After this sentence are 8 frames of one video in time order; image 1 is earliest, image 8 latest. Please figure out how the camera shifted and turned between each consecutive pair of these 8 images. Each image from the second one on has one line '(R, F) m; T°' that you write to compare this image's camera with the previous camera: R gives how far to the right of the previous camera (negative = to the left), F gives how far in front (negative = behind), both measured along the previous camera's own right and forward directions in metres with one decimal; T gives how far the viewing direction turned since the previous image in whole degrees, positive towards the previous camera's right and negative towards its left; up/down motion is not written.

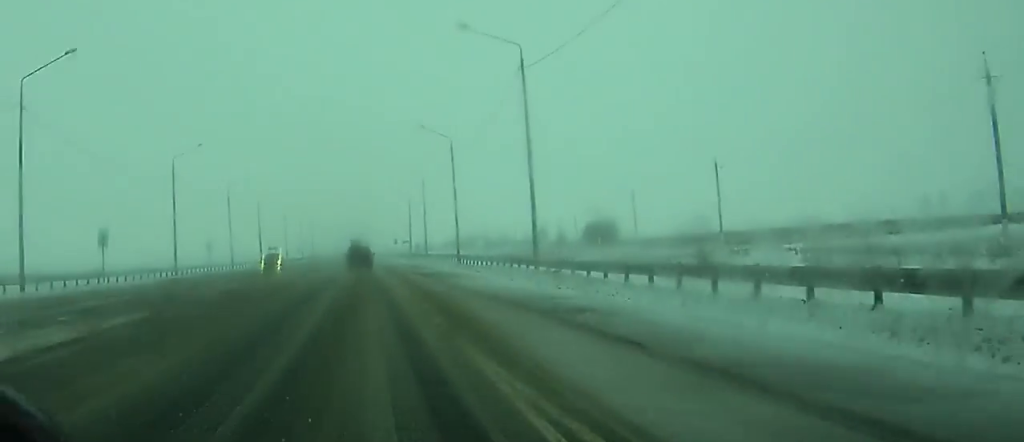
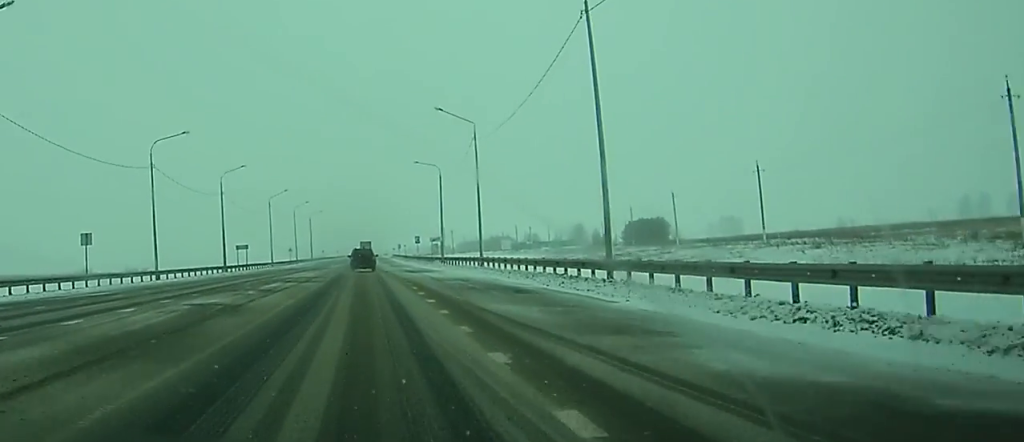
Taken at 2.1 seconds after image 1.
(-0.2, +45.1) m; -1°
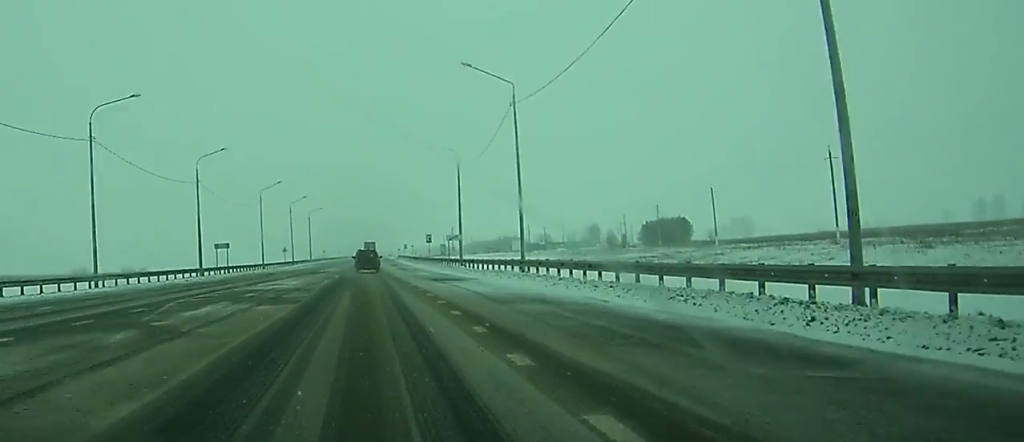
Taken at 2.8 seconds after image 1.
(0.0, +16.1) m; 0°
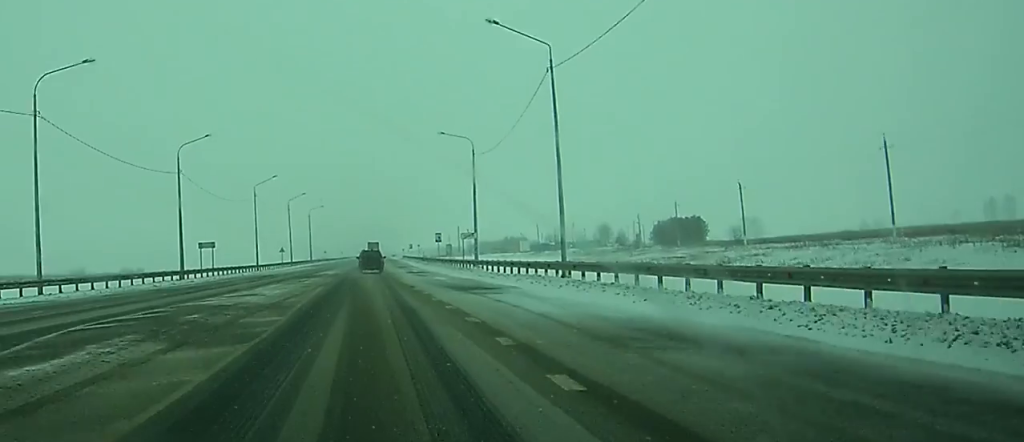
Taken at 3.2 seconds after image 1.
(0.0, +9.6) m; 0°
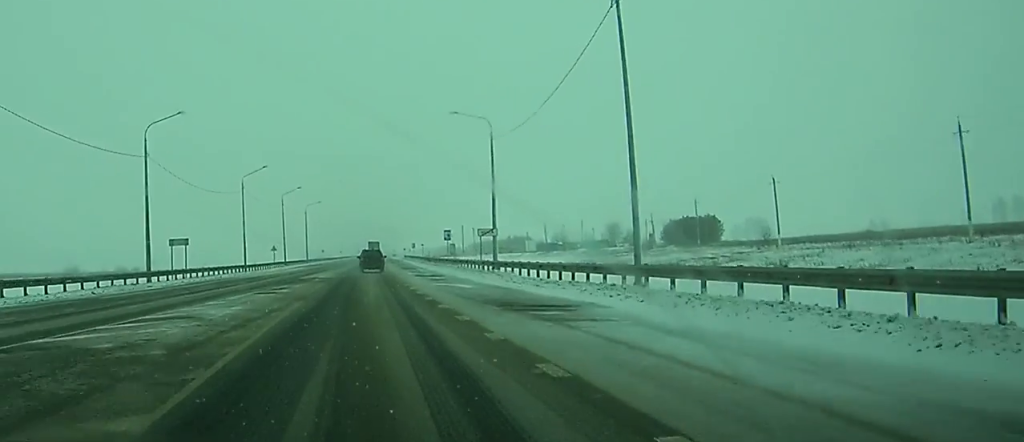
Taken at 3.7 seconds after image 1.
(0.0, +11.0) m; 0°
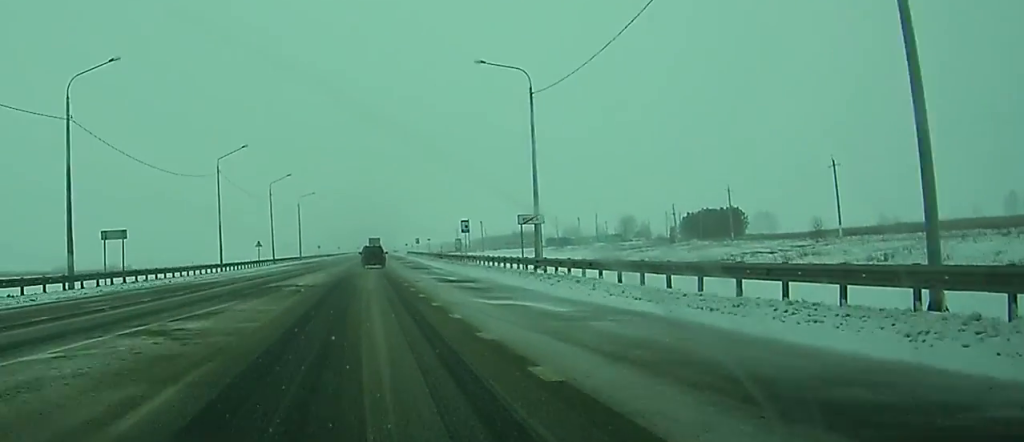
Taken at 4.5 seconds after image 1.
(0.0, +16.3) m; 0°
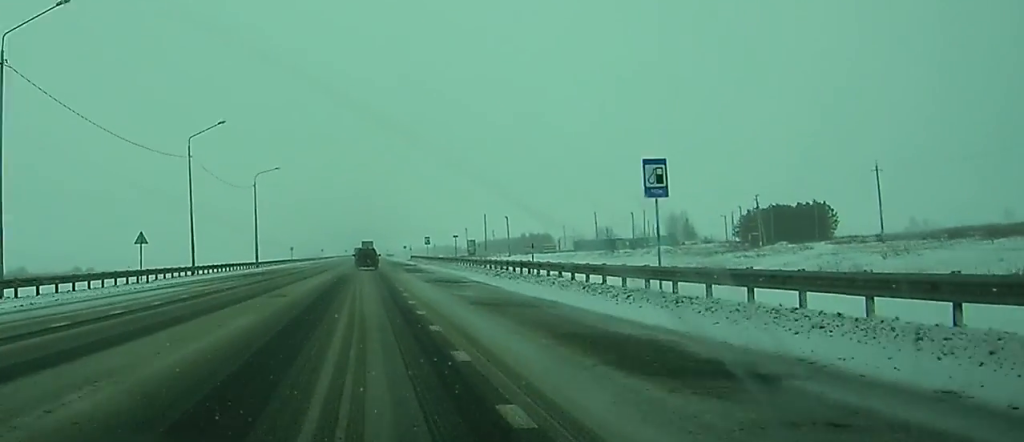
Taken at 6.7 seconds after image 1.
(0.0, +49.4) m; +1°
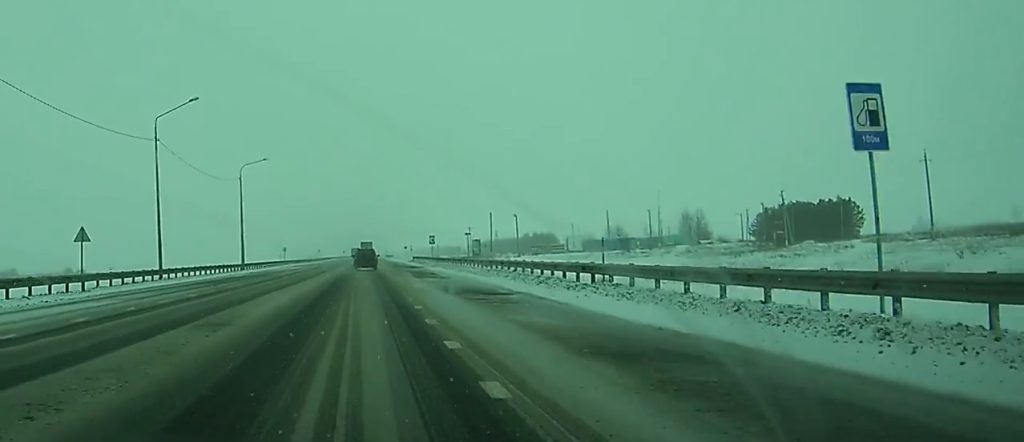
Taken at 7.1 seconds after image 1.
(0.0, +10.6) m; 0°
